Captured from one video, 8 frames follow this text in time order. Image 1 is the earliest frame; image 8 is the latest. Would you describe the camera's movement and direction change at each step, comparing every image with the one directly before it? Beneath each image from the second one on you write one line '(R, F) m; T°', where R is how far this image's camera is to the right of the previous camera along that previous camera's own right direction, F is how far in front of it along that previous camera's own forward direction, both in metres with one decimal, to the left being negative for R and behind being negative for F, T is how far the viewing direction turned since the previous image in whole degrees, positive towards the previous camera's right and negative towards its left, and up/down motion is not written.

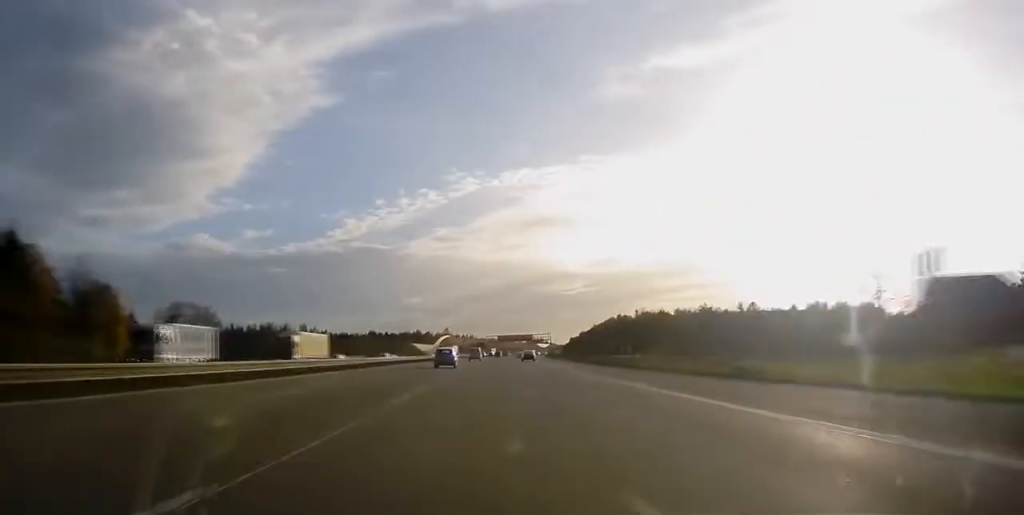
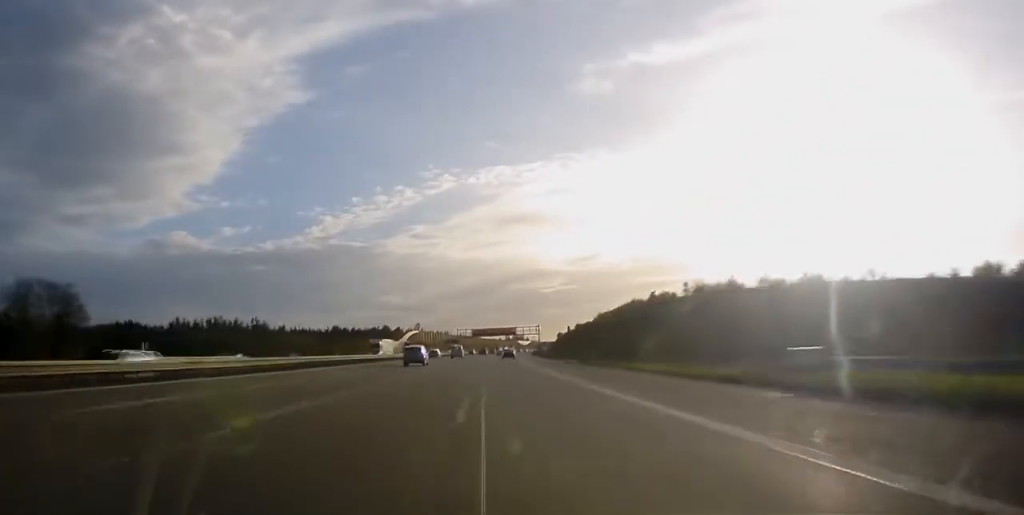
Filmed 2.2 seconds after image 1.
(-2.0, +59.1) m; +6°
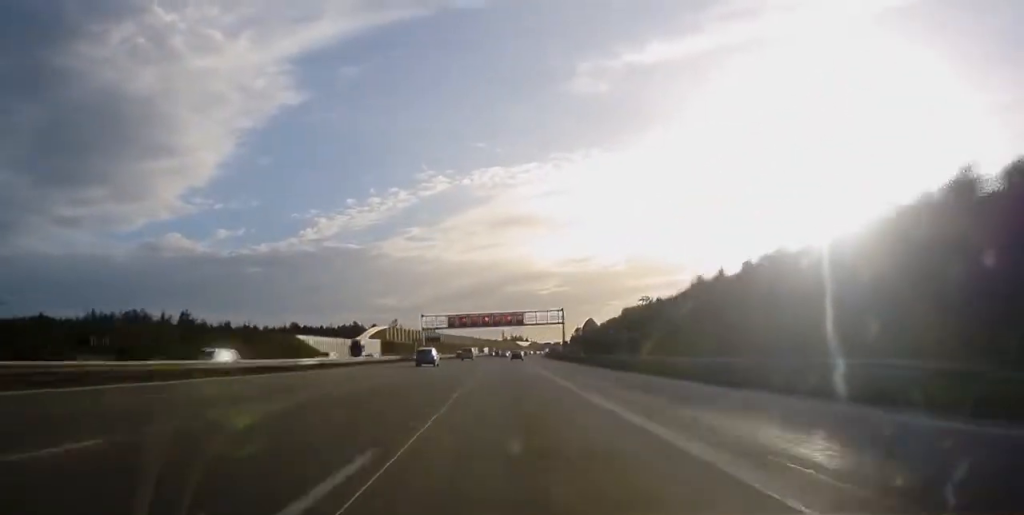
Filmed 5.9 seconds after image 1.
(+13.4, +94.1) m; +7°
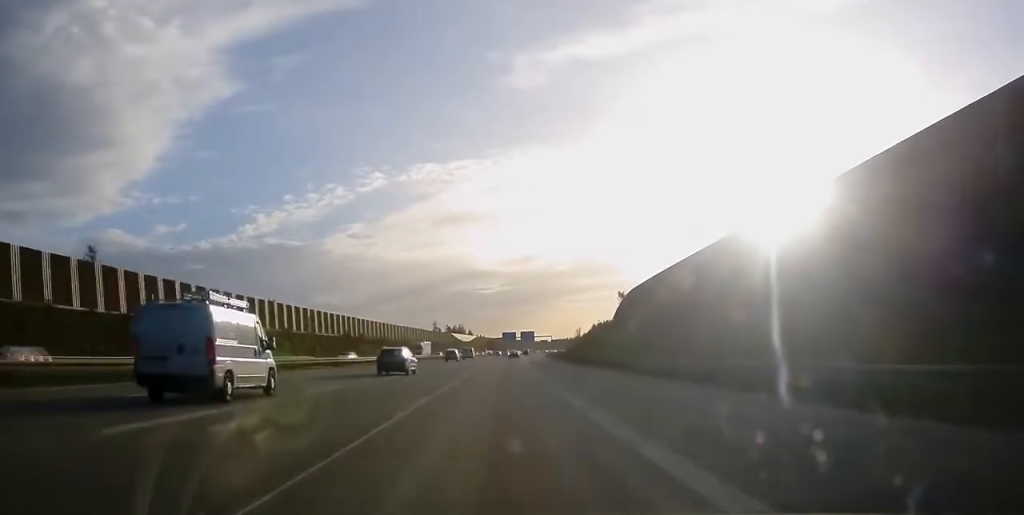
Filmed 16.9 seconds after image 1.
(-9.8, +290.3) m; 0°
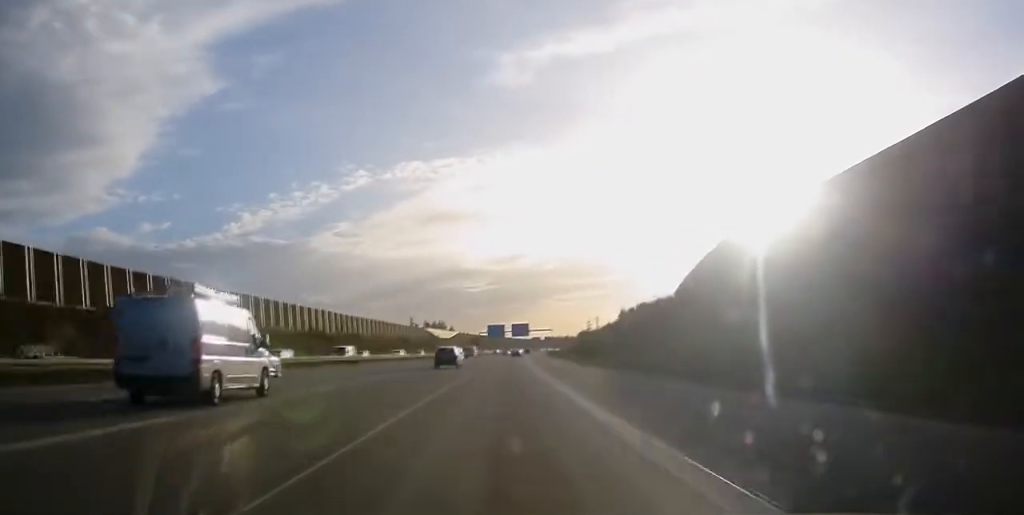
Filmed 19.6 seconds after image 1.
(+1.2, +76.4) m; +1°
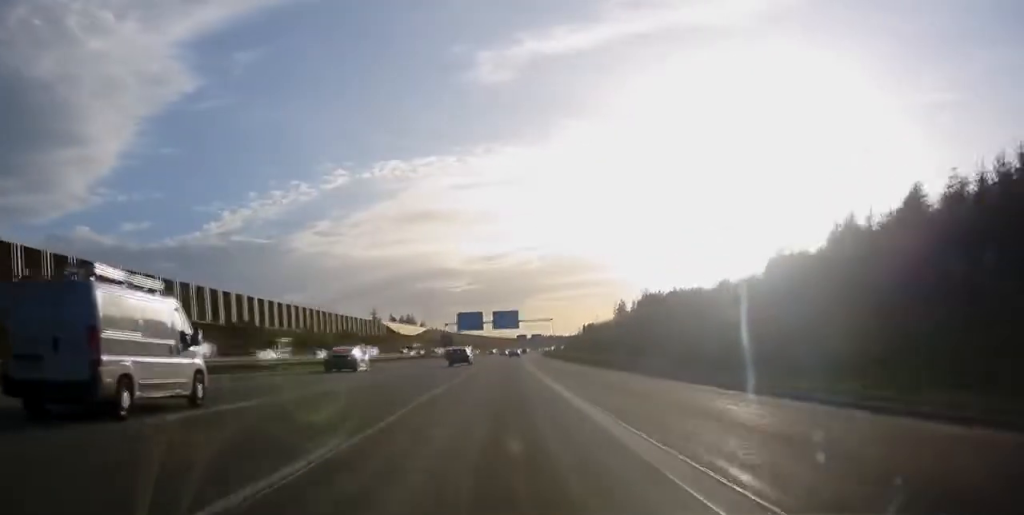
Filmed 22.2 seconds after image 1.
(+0.6, +77.1) m; +1°
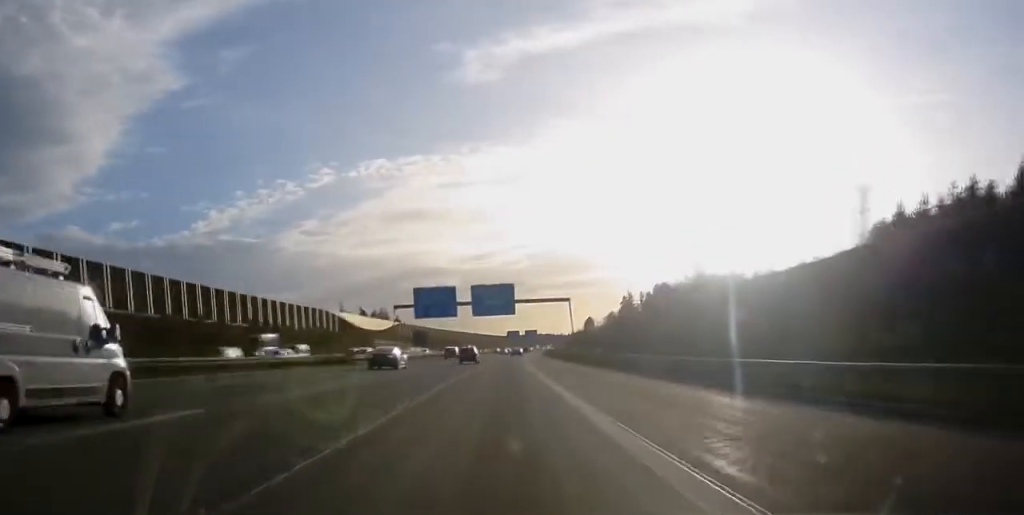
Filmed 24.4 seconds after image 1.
(+0.1, +63.7) m; +1°
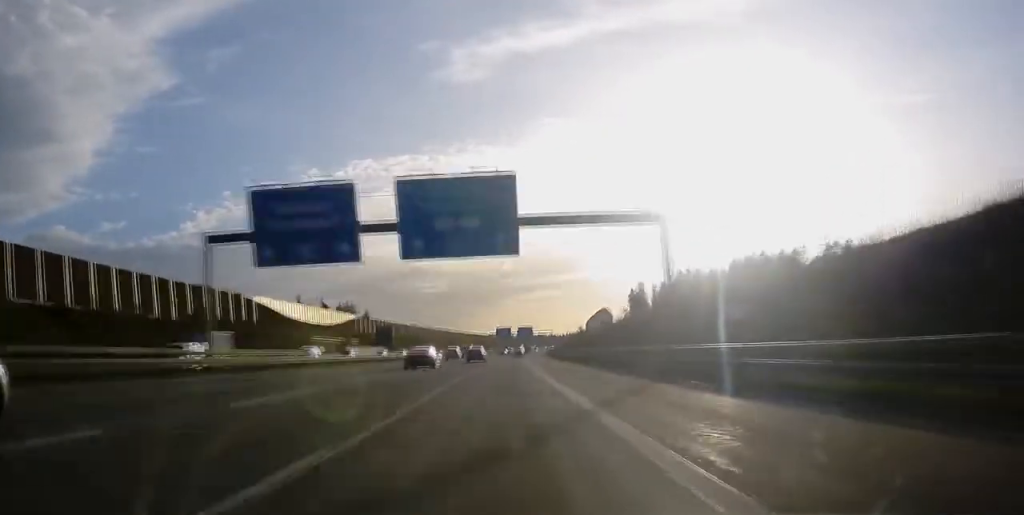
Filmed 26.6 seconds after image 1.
(+0.6, +64.7) m; +1°
